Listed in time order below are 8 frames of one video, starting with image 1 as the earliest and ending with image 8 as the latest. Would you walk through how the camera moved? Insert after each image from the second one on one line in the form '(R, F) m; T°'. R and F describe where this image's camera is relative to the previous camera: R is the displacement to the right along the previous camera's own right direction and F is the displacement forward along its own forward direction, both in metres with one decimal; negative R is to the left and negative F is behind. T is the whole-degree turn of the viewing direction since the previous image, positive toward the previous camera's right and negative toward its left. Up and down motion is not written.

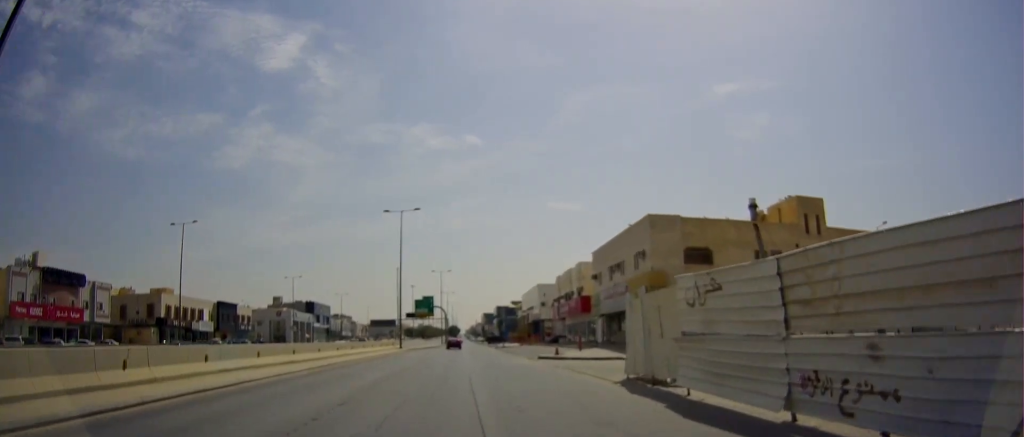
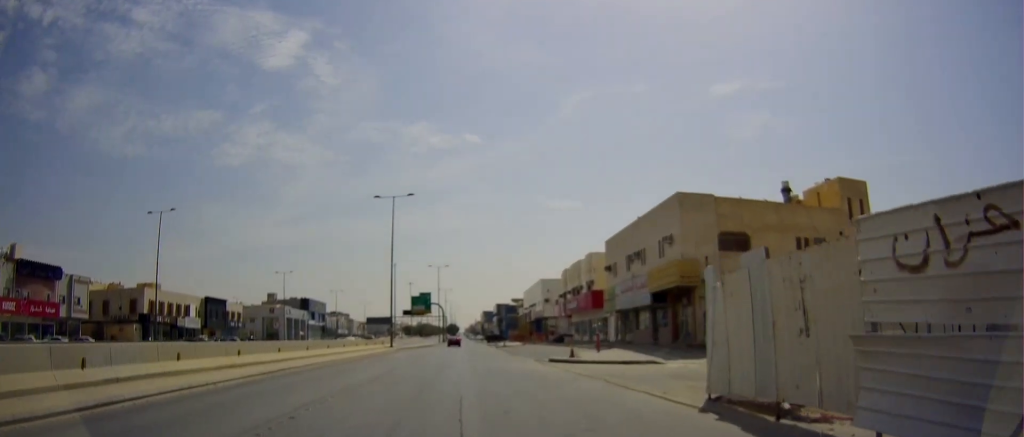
(+0.1, +6.3) m; 0°
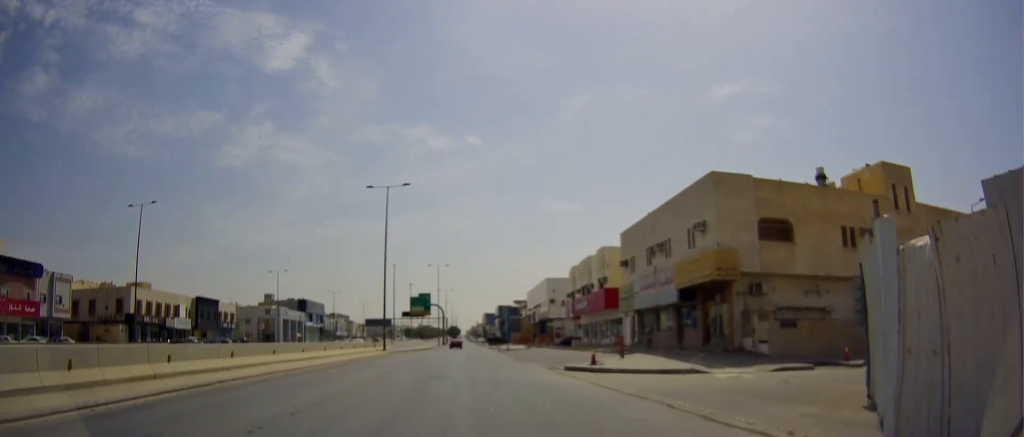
(-0.1, +5.2) m; -1°
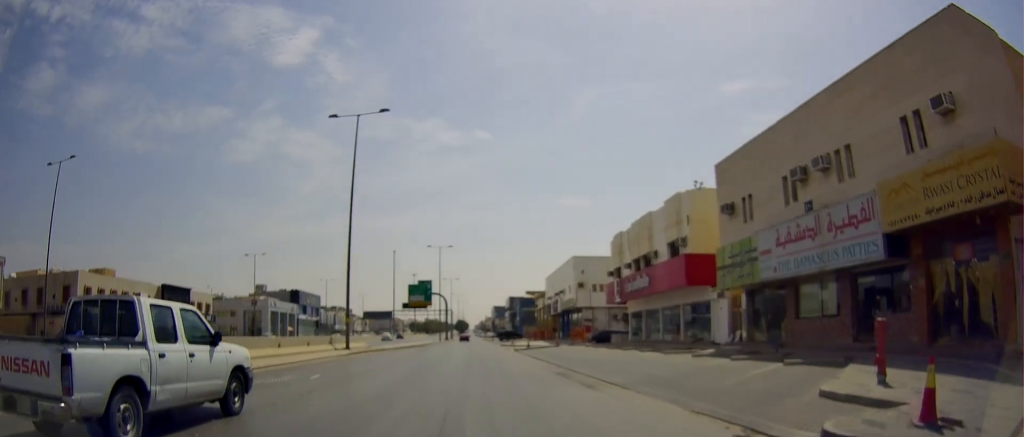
(-0.7, +18.6) m; -3°
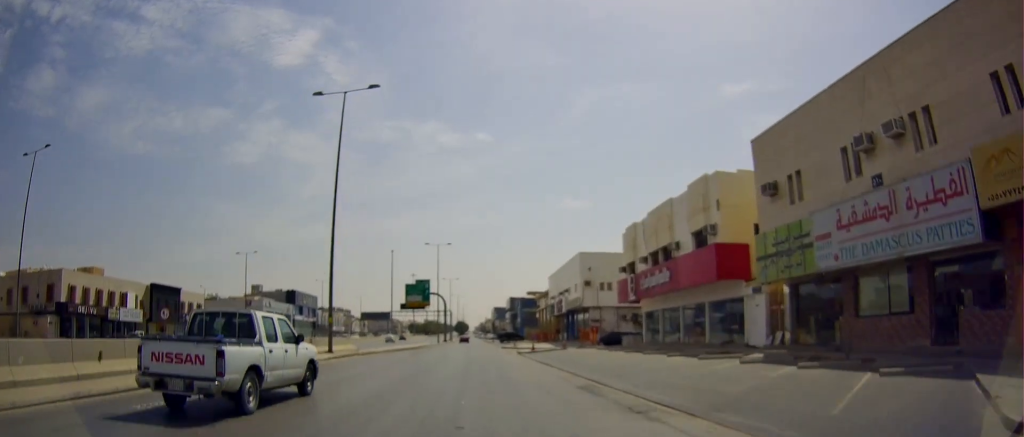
(-0.3, +4.5) m; +1°
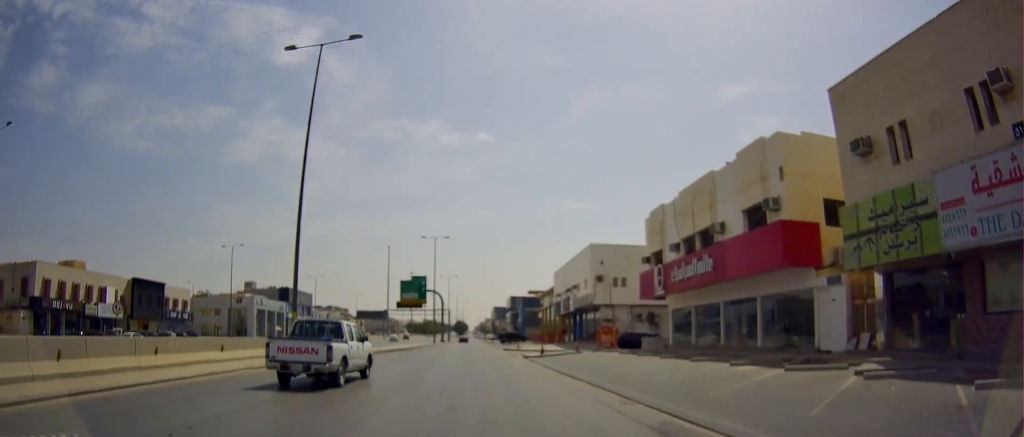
(+0.5, +6.7) m; +2°
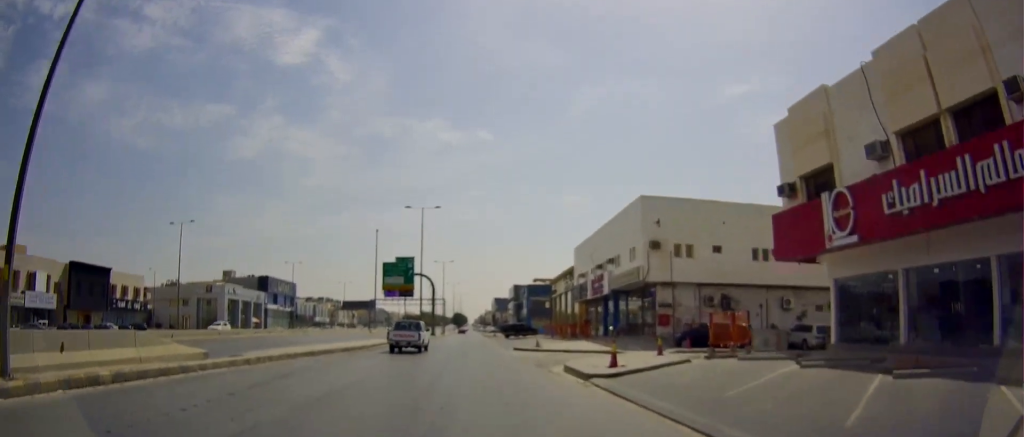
(-0.4, +19.1) m; -1°
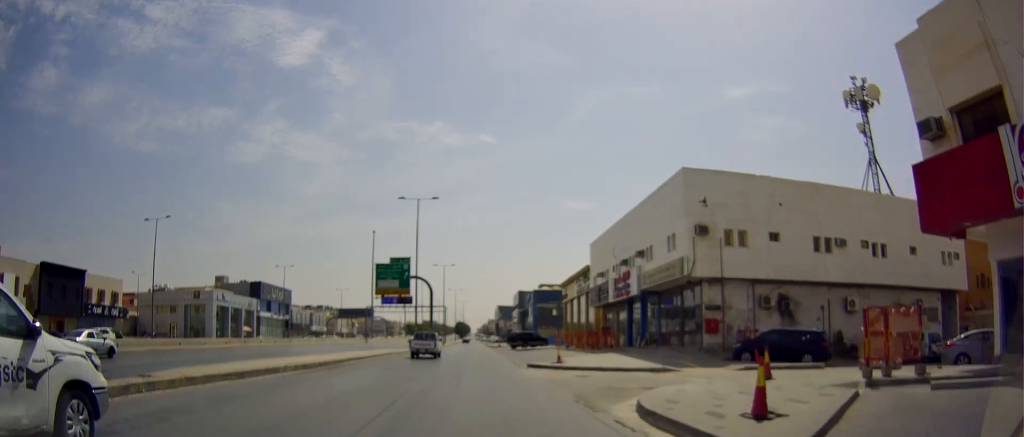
(+0.2, +8.3) m; 0°
